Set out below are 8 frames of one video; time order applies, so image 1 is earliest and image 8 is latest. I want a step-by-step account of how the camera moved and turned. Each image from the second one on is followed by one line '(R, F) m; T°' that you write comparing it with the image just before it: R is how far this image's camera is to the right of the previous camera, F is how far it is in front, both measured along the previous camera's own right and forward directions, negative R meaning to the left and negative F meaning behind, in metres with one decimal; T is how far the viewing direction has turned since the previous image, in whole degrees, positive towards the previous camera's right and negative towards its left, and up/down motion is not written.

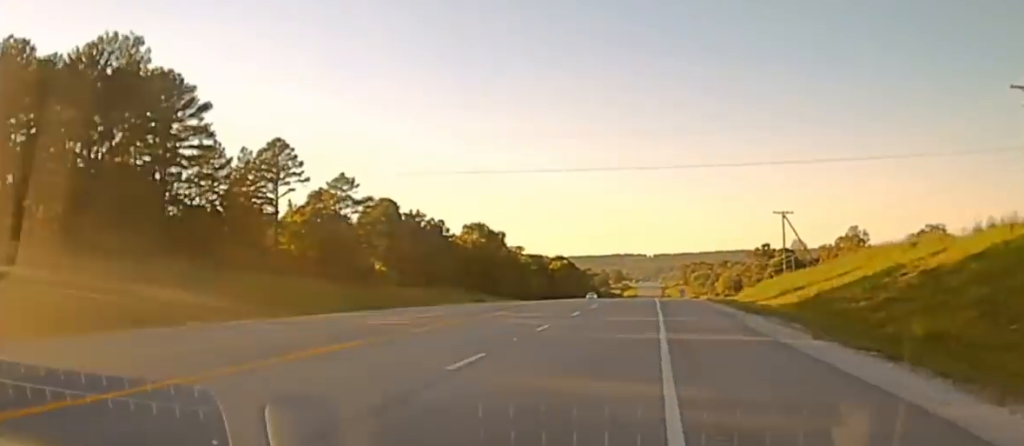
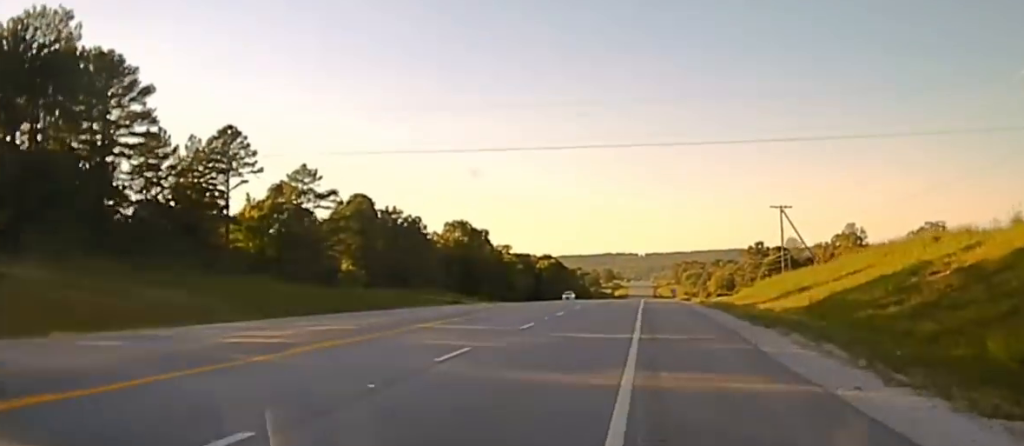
(0.0, +7.7) m; 0°
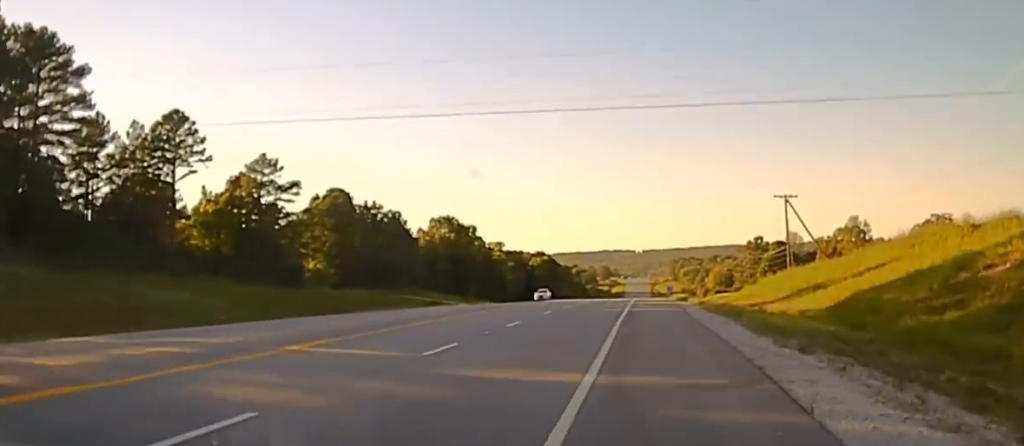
(0.0, +7.5) m; 0°
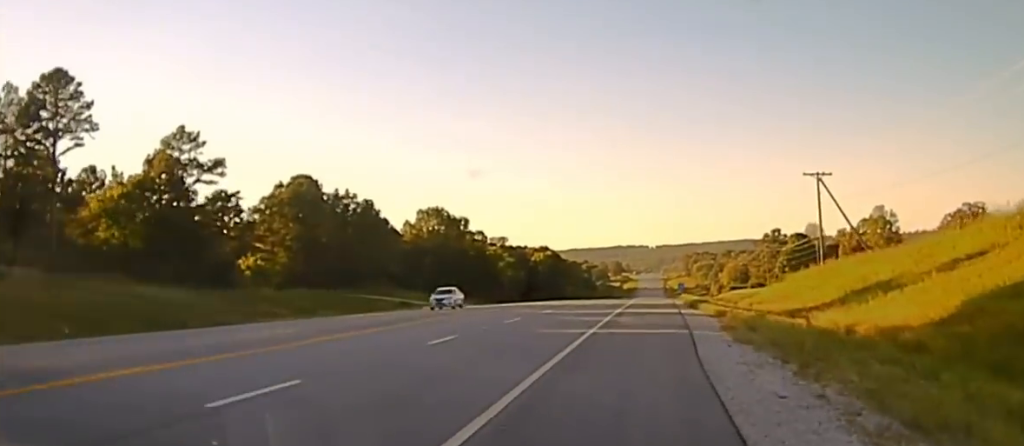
(+0.1, +17.8) m; -1°
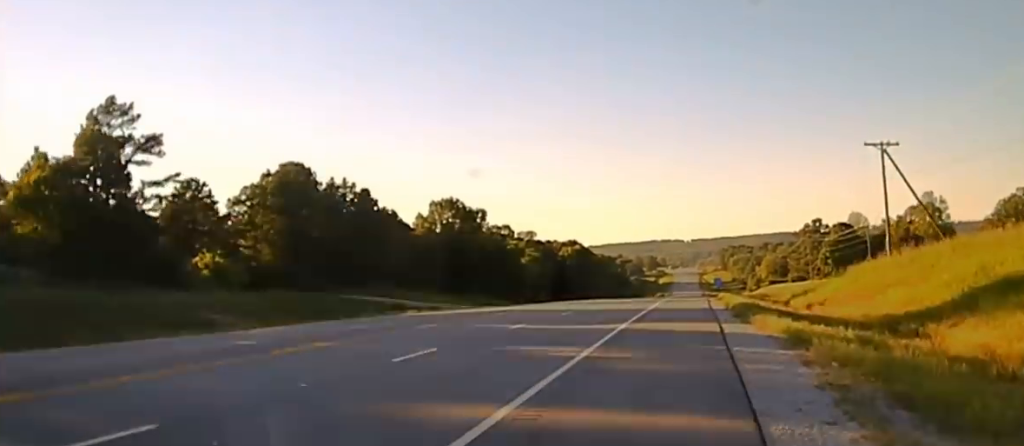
(-0.7, +18.7) m; -3°
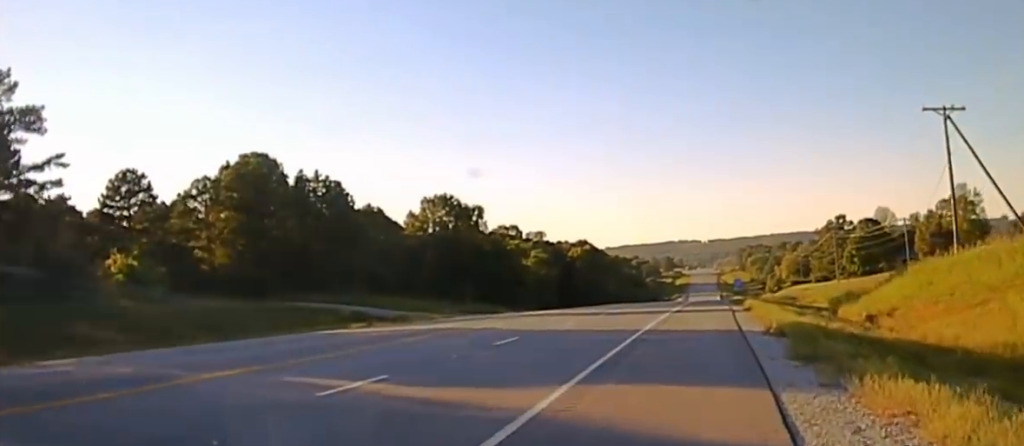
(-0.7, +20.2) m; -8°
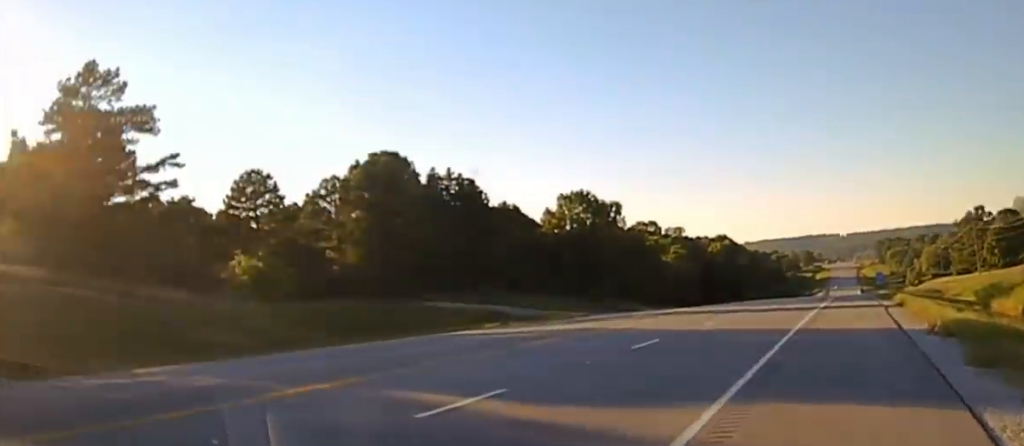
(-0.1, +2.7) m; -11°
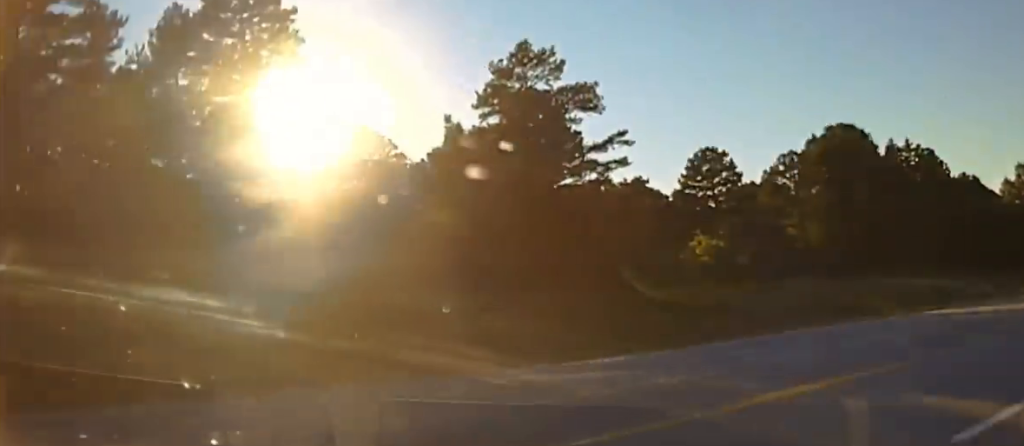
(+0.2, +3.3) m; -23°
